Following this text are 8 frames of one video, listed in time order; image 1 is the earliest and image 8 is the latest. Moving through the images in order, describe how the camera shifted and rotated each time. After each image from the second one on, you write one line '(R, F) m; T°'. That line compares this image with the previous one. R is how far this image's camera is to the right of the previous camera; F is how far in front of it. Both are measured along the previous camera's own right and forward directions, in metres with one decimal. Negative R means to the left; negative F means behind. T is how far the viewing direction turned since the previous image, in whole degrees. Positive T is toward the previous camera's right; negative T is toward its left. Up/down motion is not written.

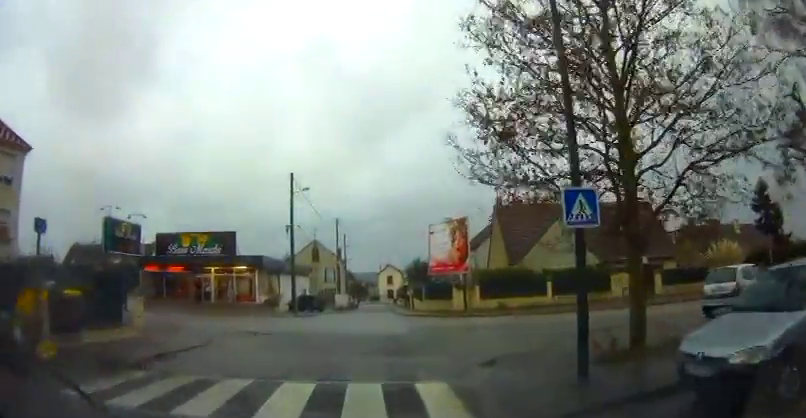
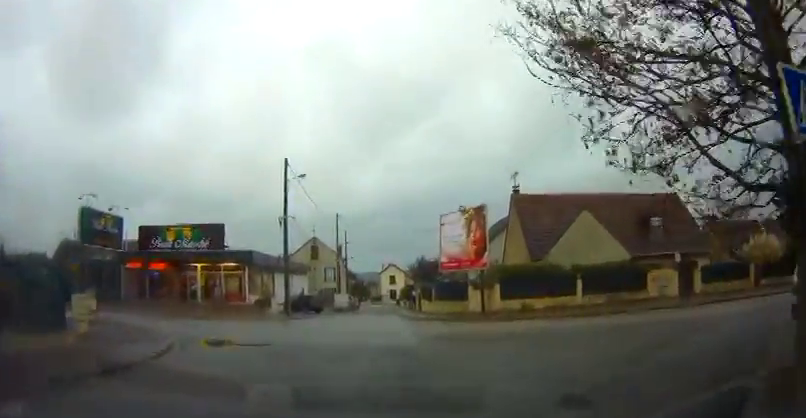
(0.0, +5.9) m; +1°
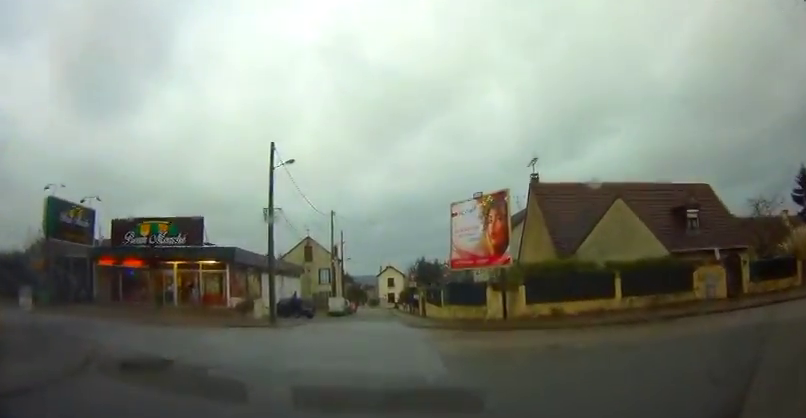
(+0.1, +4.8) m; +1°
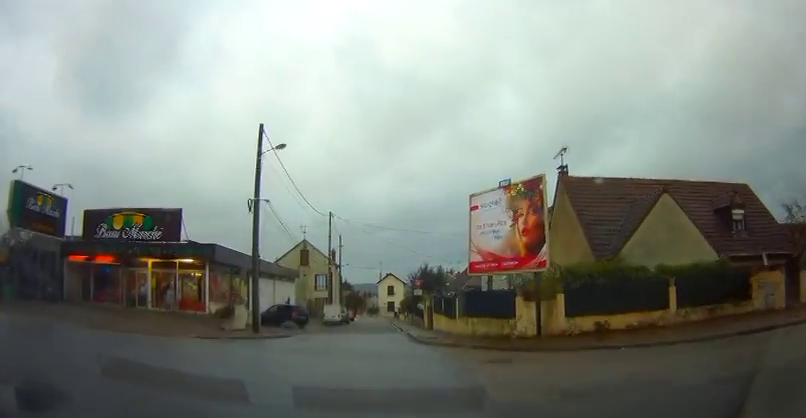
(0.0, +2.7) m; -1°
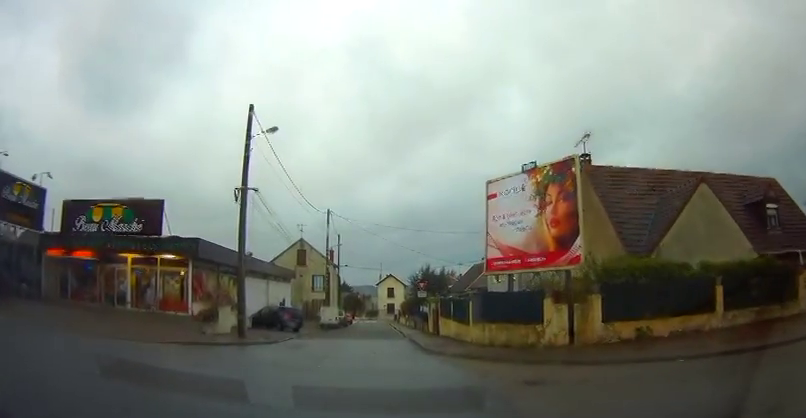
(0.0, +1.4) m; +1°
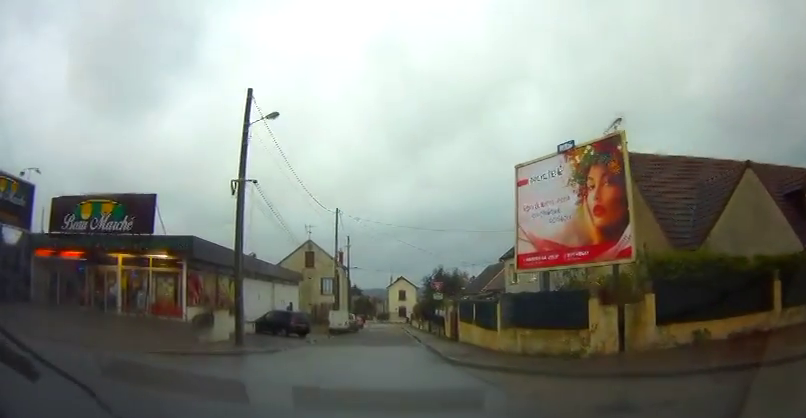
(0.0, +2.0) m; -3°
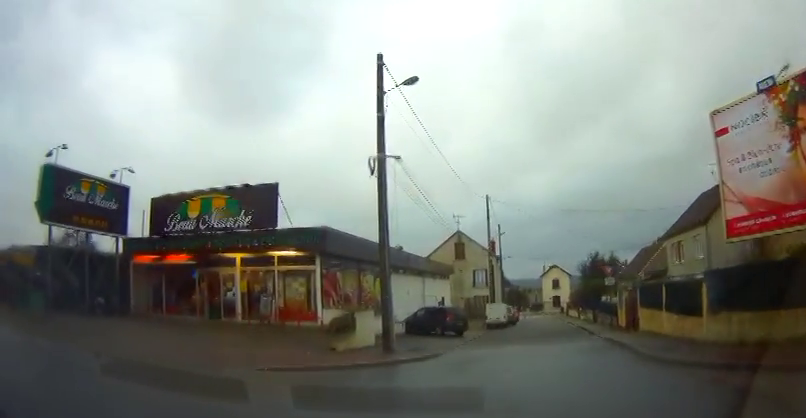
(-0.2, +3.3) m; -20°
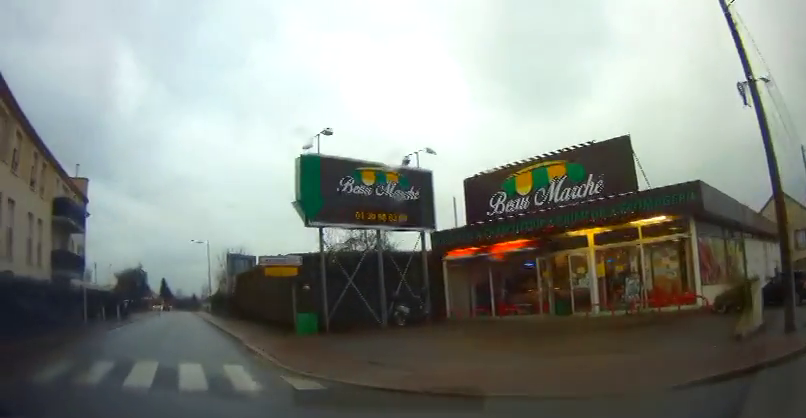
(-1.2, +4.1) m; -32°
